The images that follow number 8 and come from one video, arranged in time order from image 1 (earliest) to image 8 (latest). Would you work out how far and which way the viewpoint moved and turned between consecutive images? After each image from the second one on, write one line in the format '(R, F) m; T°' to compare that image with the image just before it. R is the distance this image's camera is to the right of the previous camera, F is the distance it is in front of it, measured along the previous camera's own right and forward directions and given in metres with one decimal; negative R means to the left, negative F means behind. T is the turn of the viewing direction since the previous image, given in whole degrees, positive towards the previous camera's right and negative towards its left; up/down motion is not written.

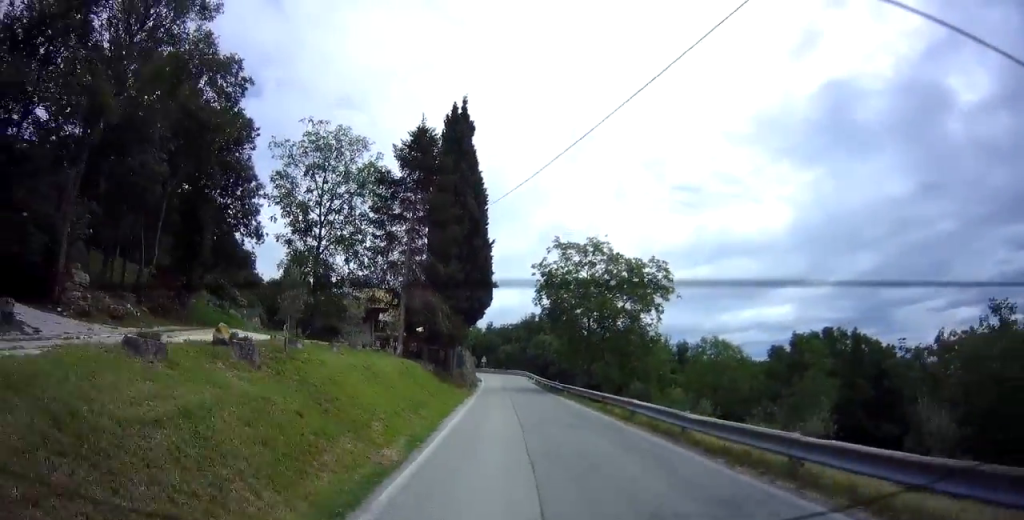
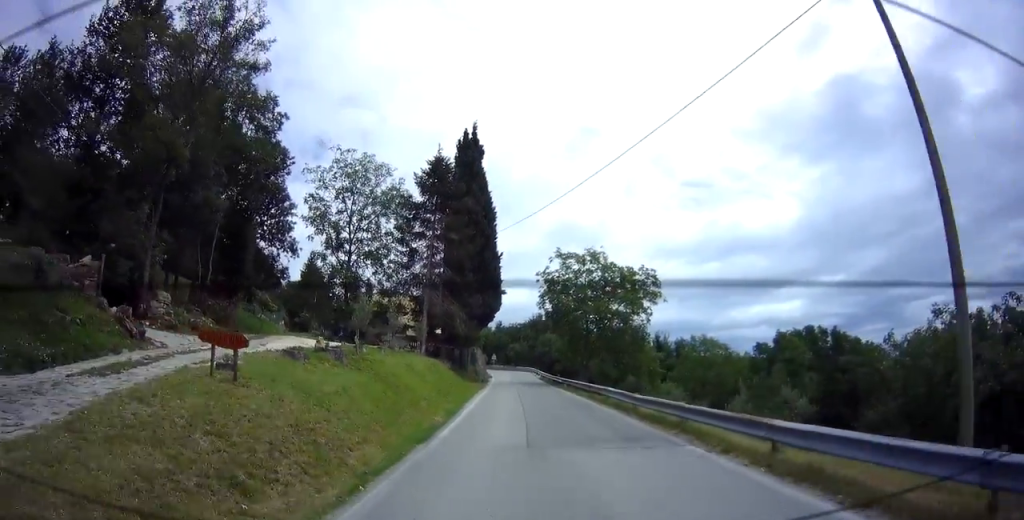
(-0.1, +5.4) m; +1°
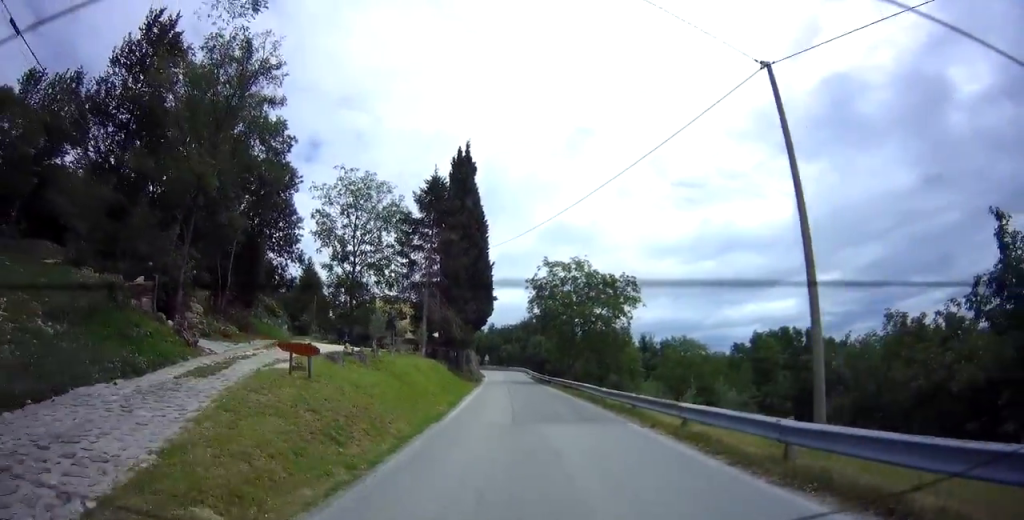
(+0.2, +3.9) m; +3°
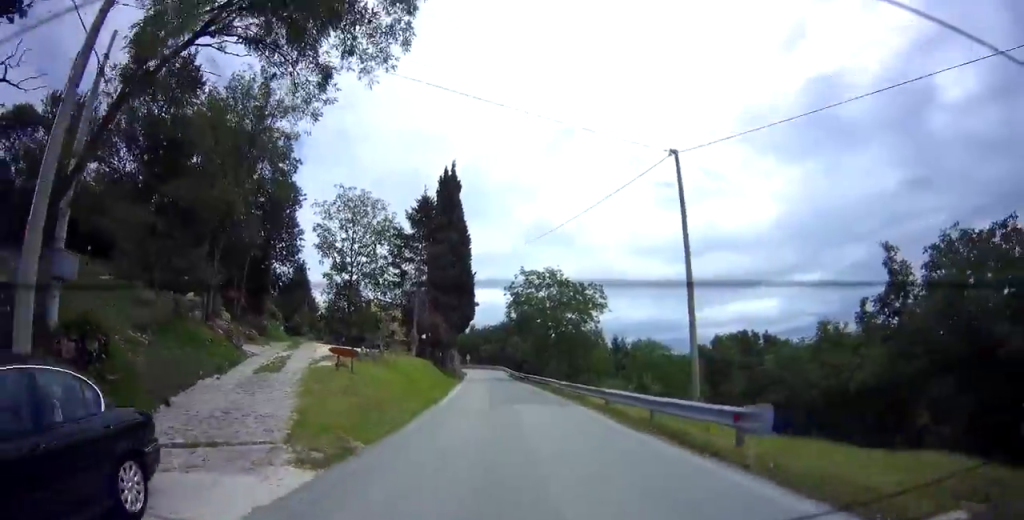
(0.0, +5.3) m; -2°
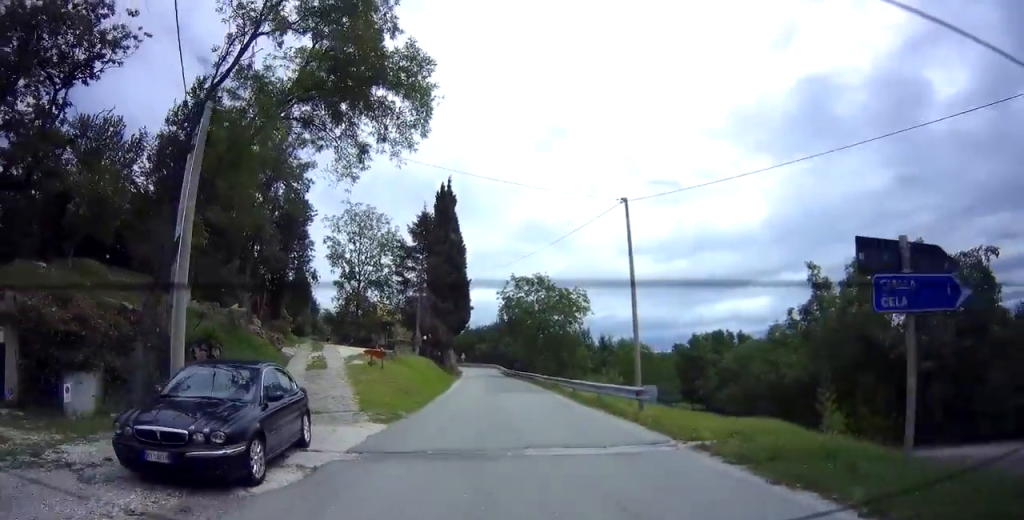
(-0.1, +5.0) m; -2°
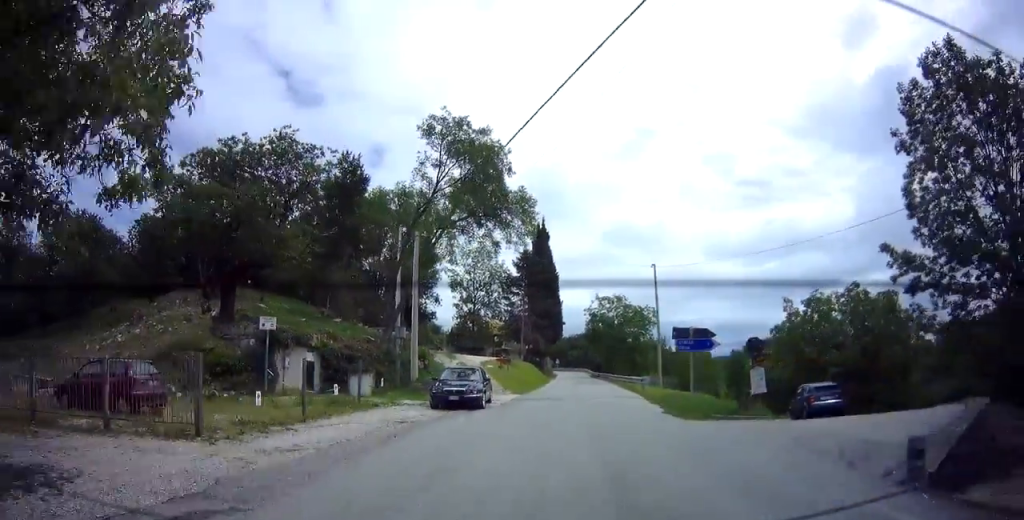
(-0.1, +12.7) m; -6°
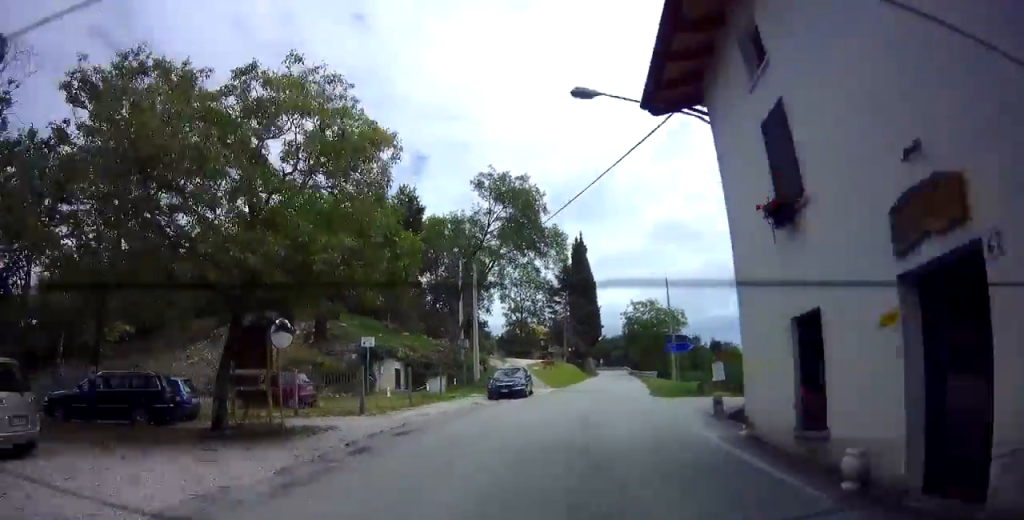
(-0.9, +6.8) m; -7°
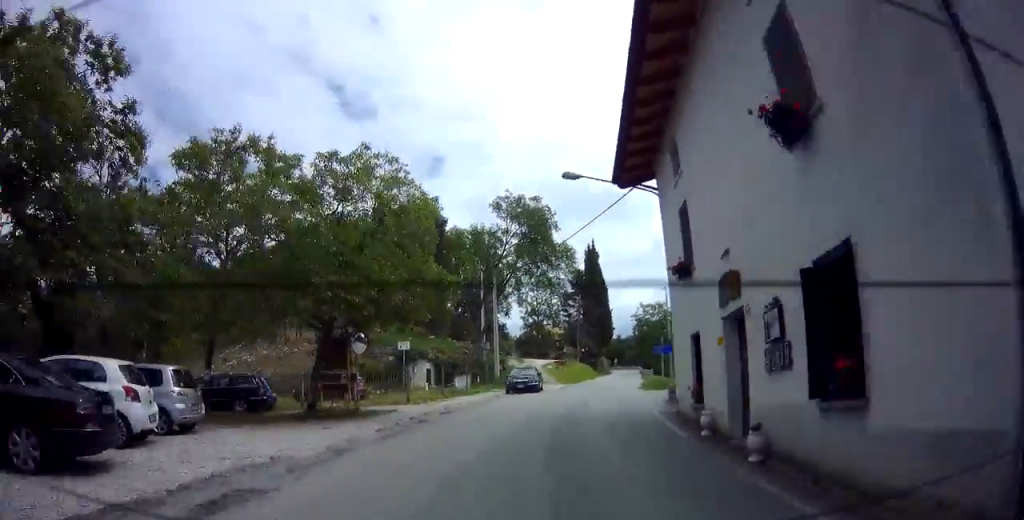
(-0.2, +4.2) m; -3°
